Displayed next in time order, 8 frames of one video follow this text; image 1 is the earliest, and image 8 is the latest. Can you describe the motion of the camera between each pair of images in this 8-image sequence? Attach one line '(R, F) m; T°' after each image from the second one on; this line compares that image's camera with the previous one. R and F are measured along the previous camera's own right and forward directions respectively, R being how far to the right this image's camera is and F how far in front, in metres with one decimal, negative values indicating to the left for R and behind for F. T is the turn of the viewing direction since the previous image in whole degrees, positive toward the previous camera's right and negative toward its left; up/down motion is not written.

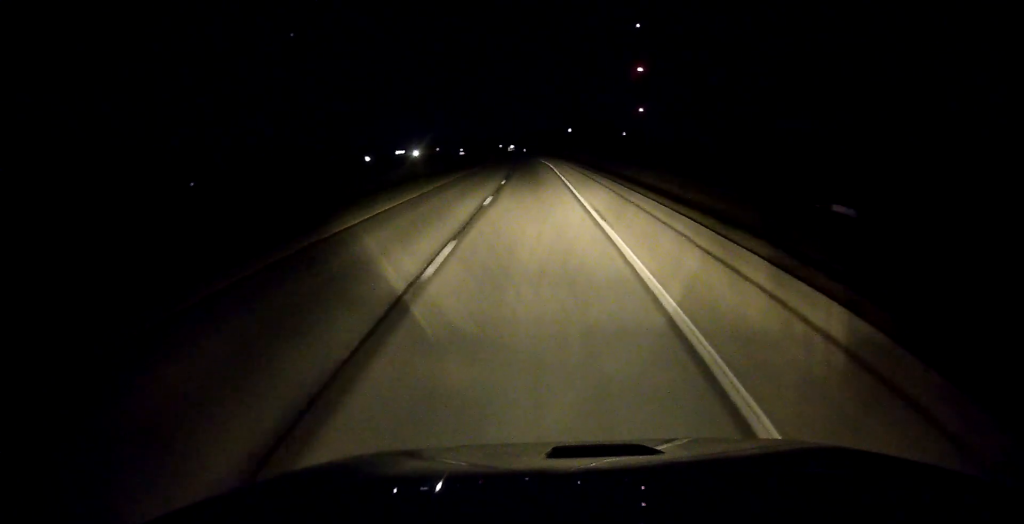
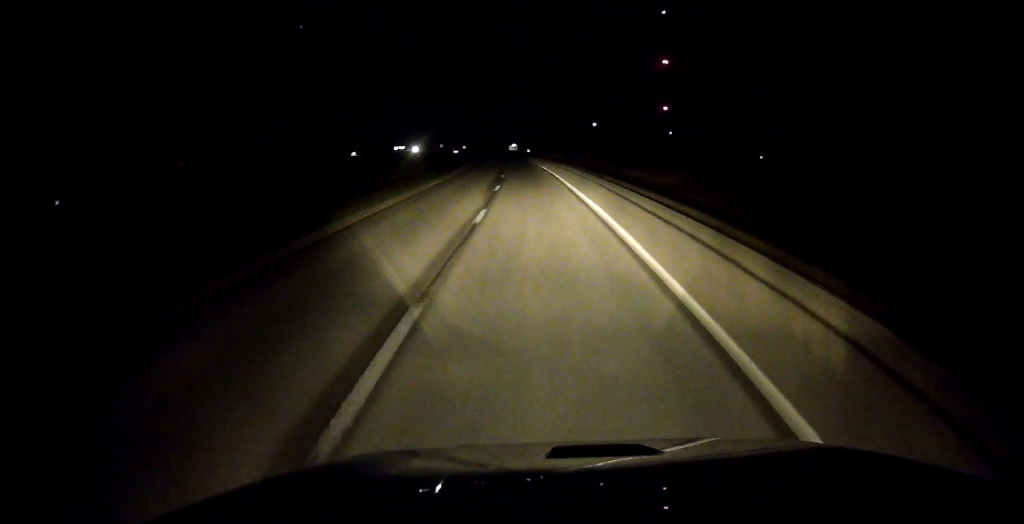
(-0.6, +53.4) m; -2°
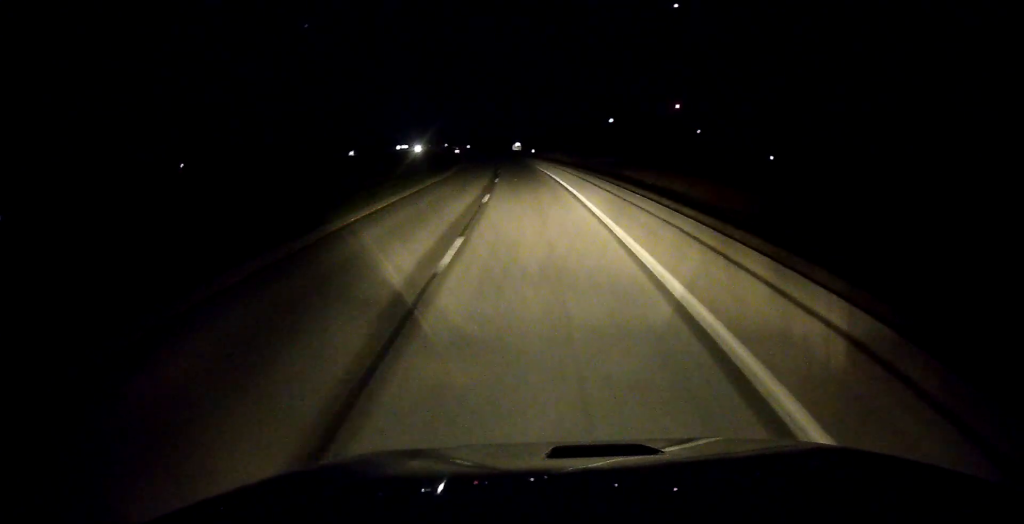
(-0.2, +18.2) m; -1°
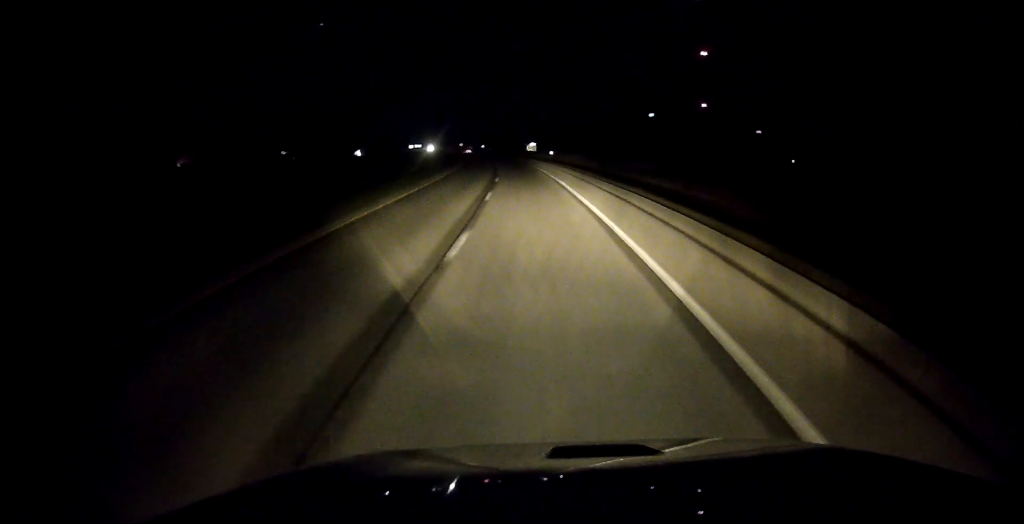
(-0.3, +23.3) m; -1°
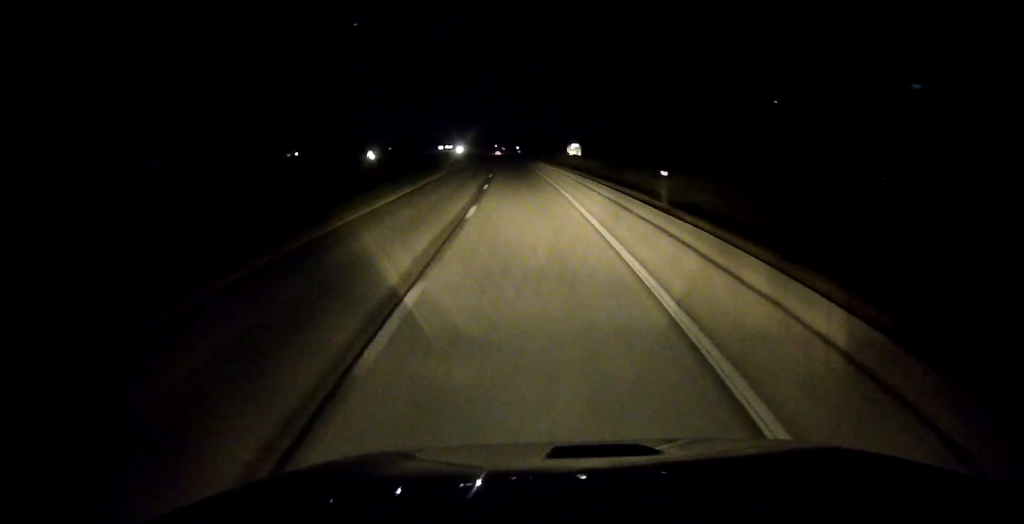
(-1.7, +53.6) m; -3°
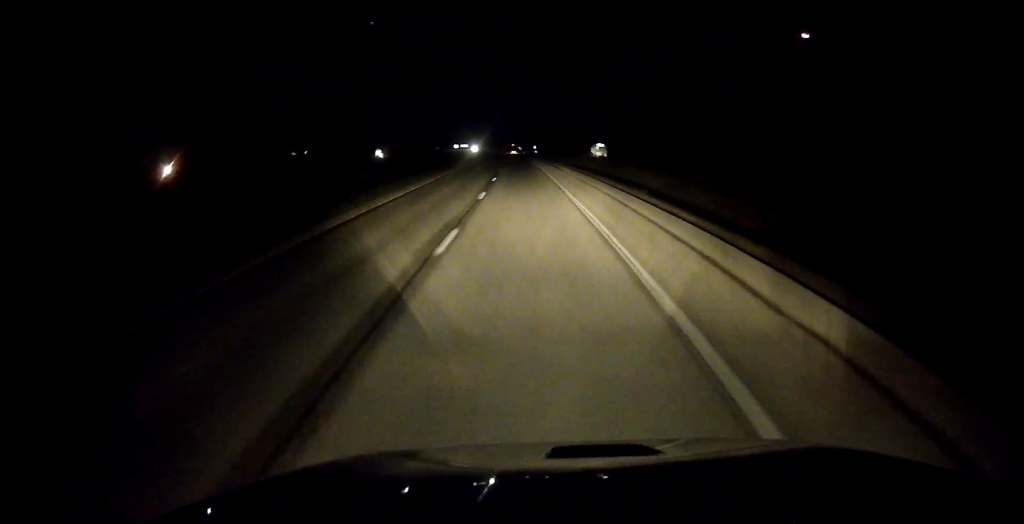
(-0.2, +18.2) m; -1°
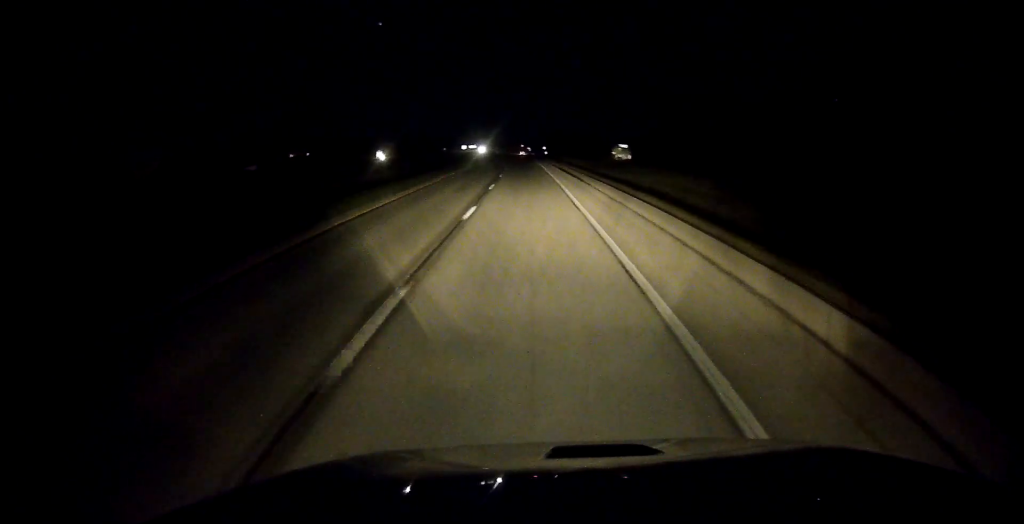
(-0.1, +18.3) m; 0°
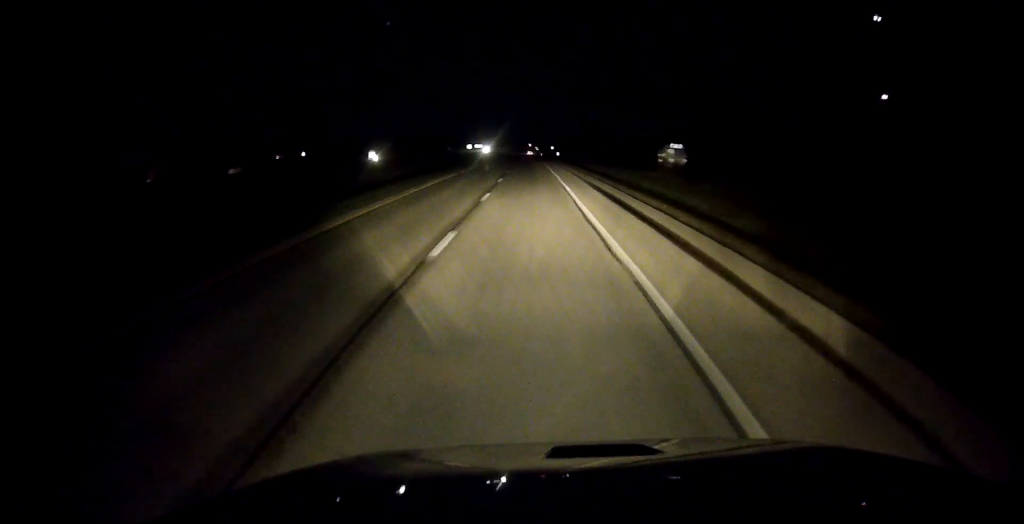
(+0.1, +30.5) m; 0°
